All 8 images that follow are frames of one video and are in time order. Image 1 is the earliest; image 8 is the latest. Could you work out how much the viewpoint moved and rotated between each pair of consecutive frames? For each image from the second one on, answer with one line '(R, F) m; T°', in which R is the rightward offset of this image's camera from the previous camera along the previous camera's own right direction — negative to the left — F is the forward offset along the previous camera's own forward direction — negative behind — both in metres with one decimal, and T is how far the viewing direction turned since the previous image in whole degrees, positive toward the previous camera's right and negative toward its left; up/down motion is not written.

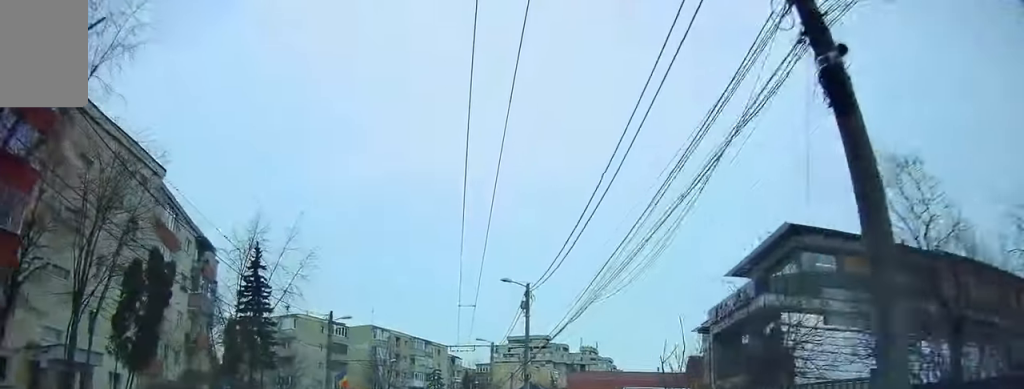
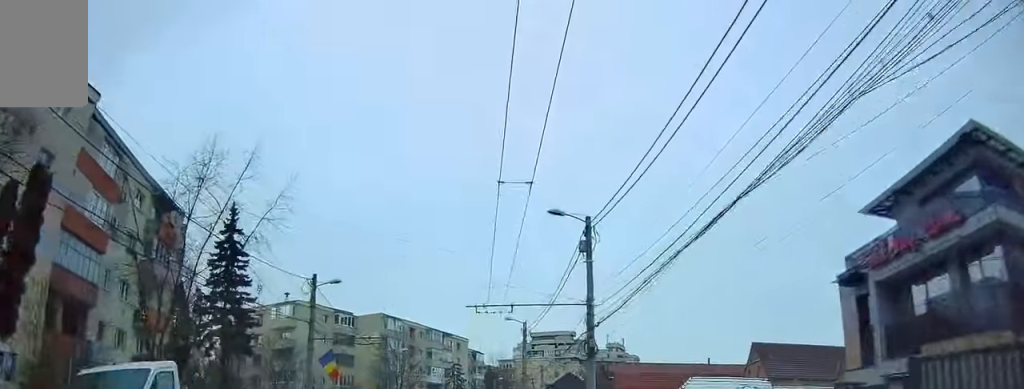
(-0.4, +9.7) m; -4°
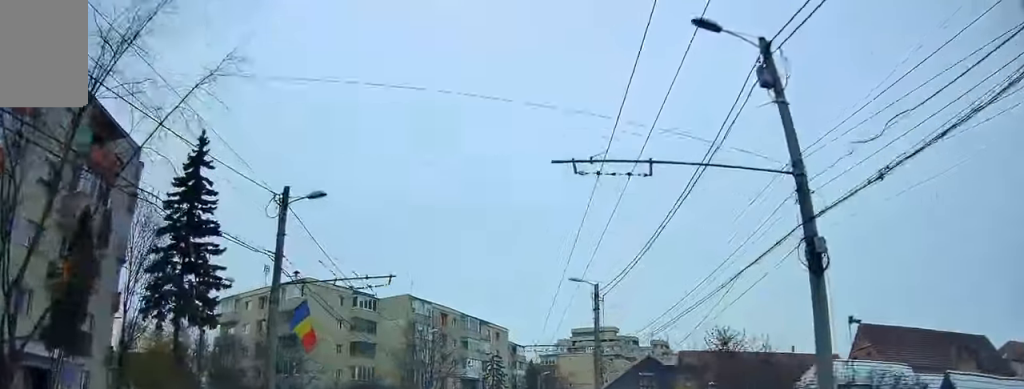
(-0.3, +10.8) m; -2°
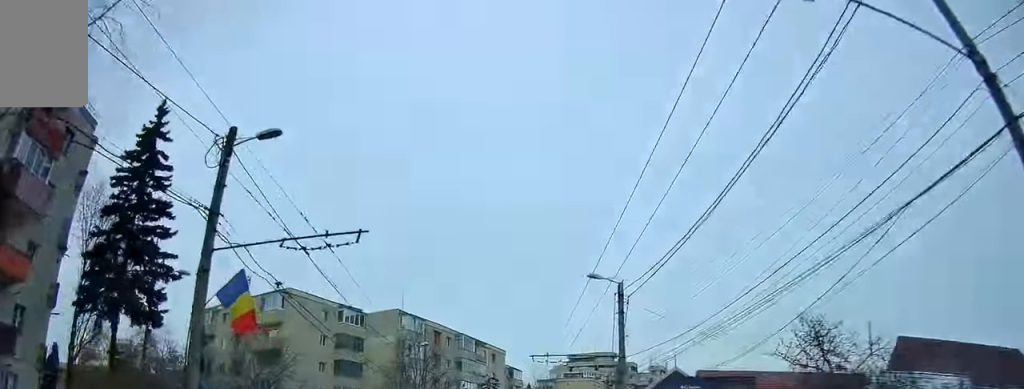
(0.0, +5.6) m; 0°
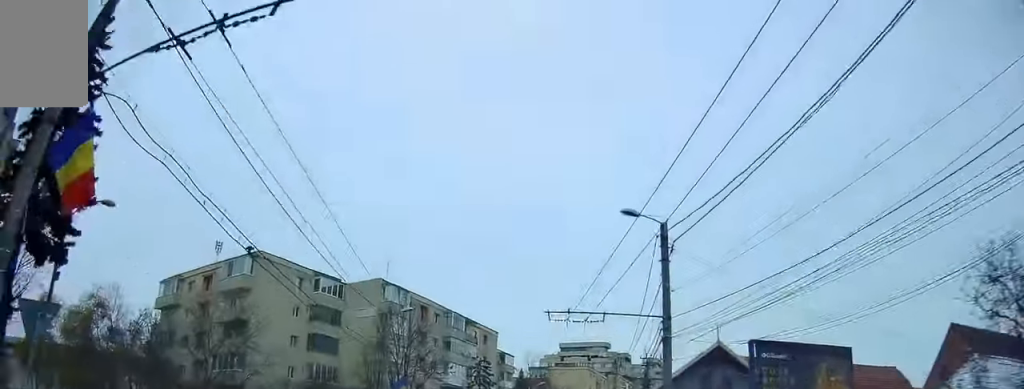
(0.0, +7.0) m; 0°
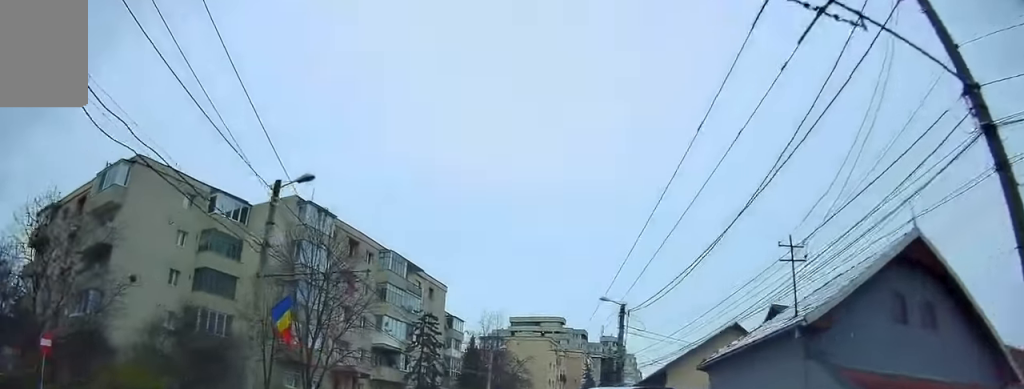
(+0.1, +18.2) m; +3°
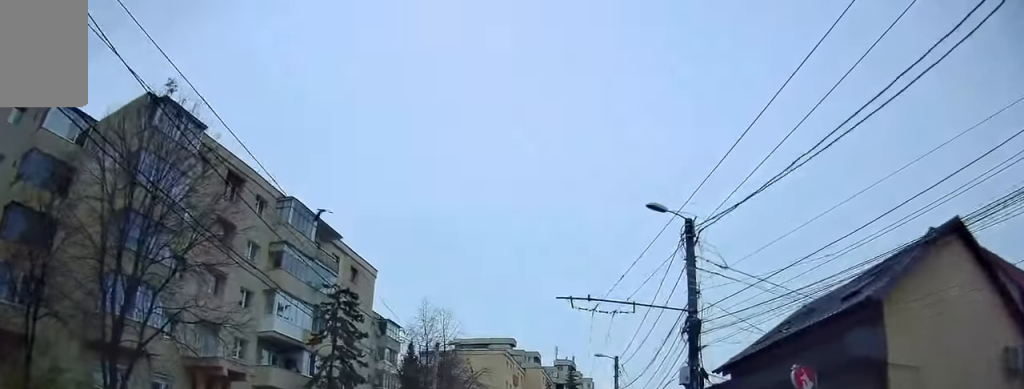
(+1.4, +18.8) m; +6°
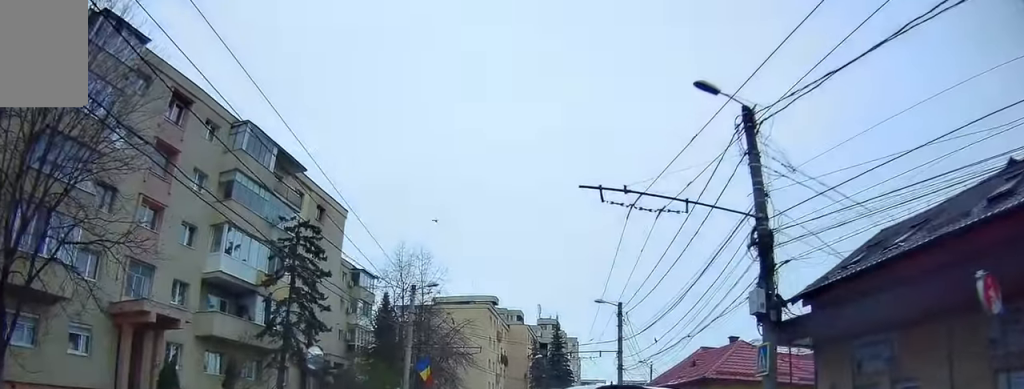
(-0.1, +8.7) m; +2°
